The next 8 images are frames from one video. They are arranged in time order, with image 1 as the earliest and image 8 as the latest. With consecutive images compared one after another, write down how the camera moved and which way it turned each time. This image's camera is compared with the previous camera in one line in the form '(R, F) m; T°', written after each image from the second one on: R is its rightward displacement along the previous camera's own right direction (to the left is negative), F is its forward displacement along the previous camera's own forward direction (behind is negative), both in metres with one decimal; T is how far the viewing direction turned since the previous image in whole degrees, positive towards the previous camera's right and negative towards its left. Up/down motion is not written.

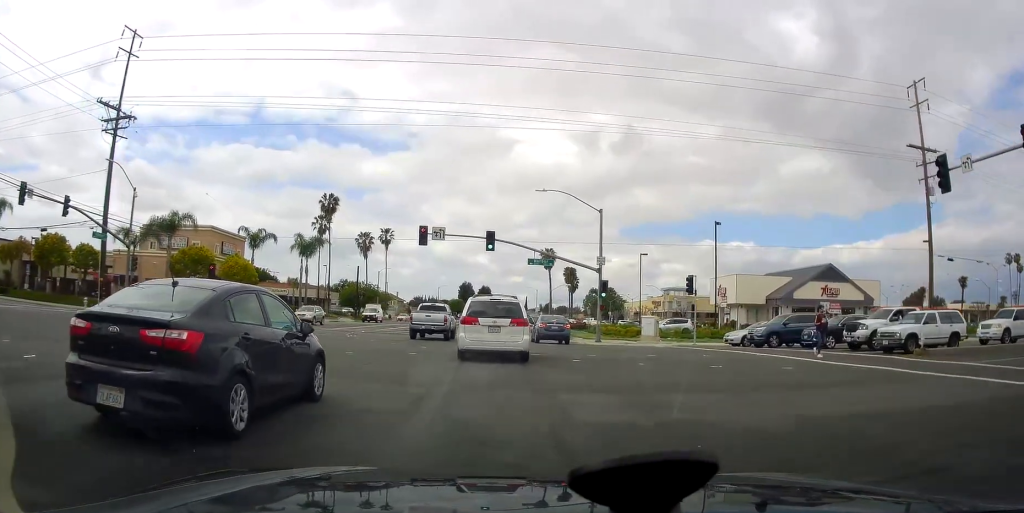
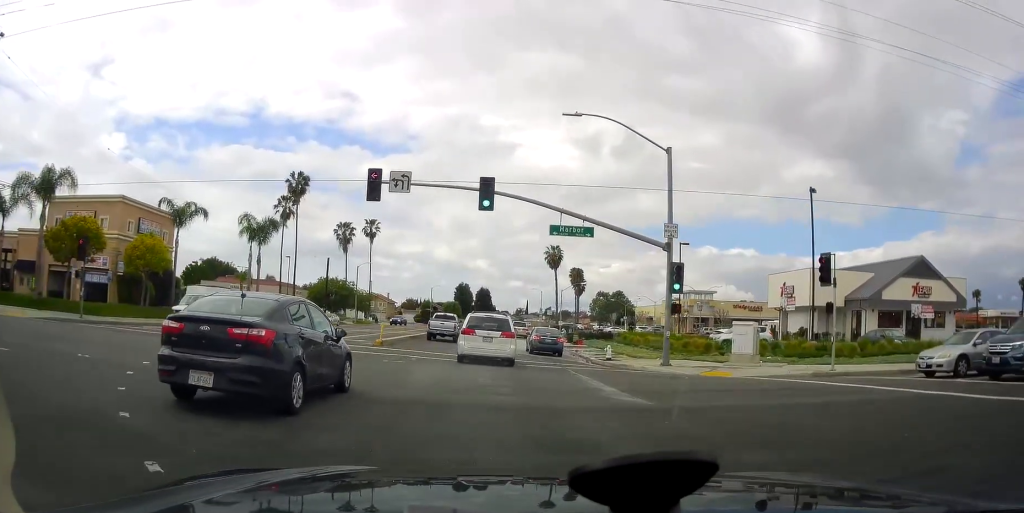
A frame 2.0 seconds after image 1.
(0.0, +17.3) m; 0°
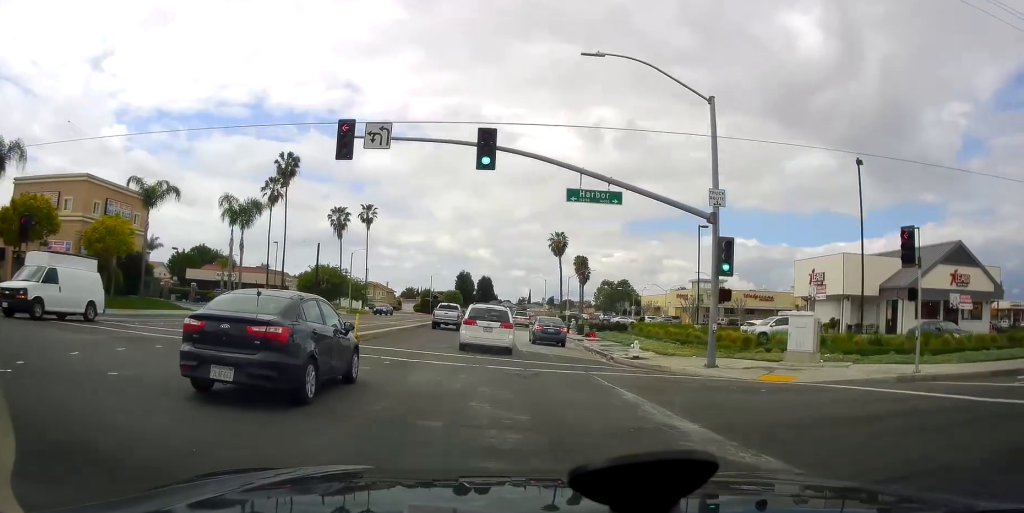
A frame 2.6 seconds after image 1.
(0.0, +5.5) m; 0°
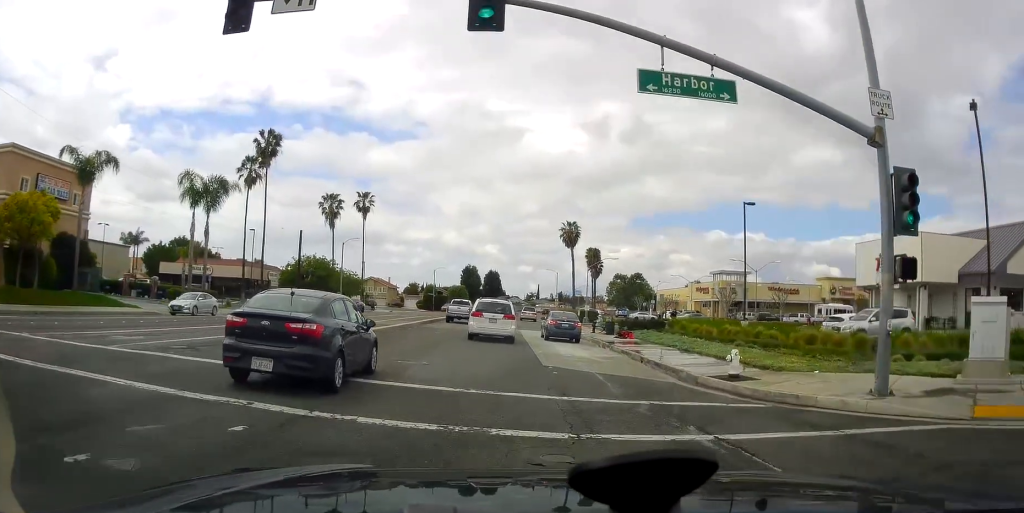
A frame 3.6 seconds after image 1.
(0.0, +9.8) m; 0°
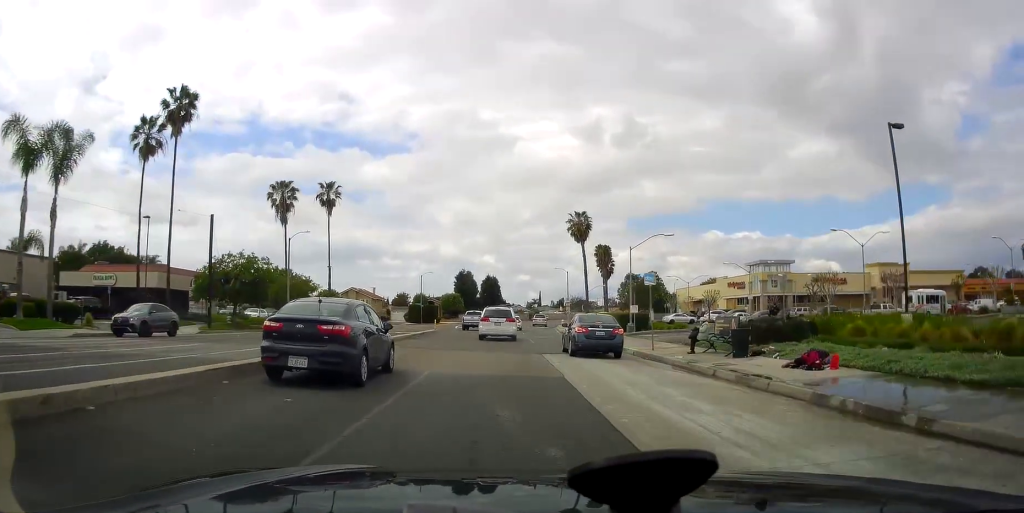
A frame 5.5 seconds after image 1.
(0.0, +21.0) m; 0°
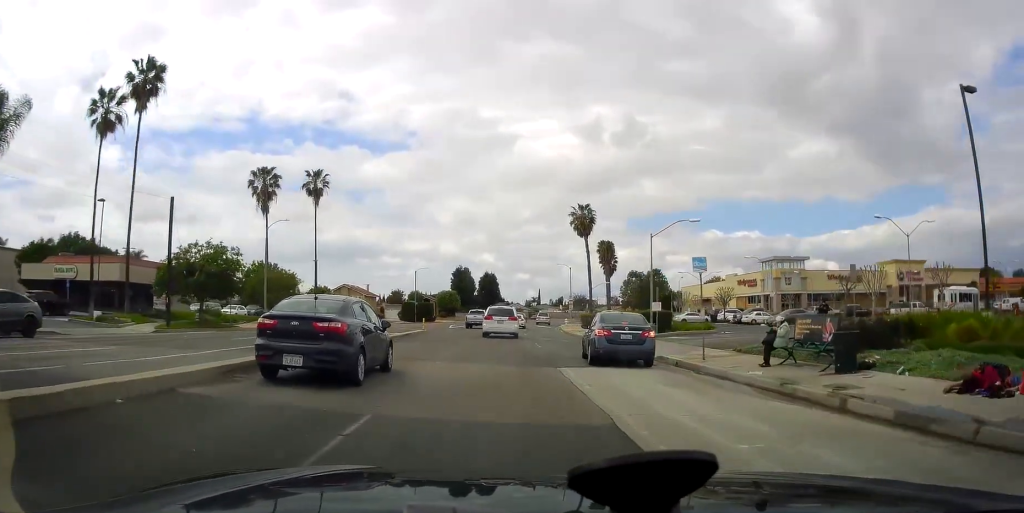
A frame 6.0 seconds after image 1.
(0.0, +6.1) m; 0°
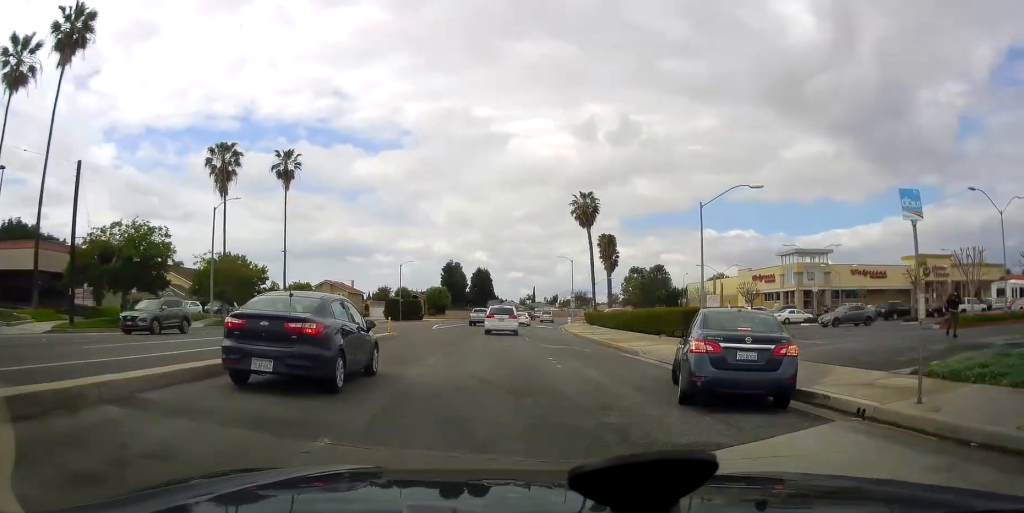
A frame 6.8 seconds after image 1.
(0.0, +10.1) m; 0°
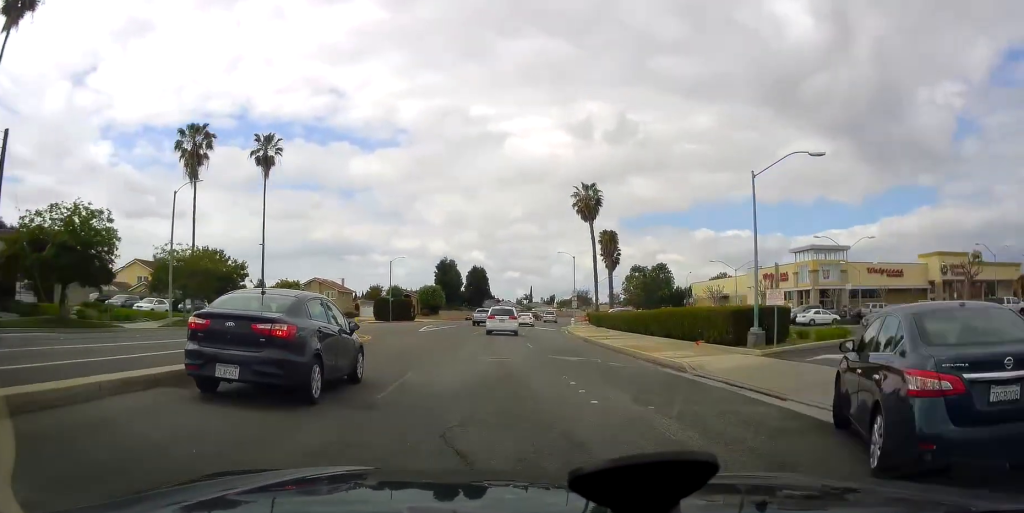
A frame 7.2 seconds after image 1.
(0.0, +6.0) m; 0°
